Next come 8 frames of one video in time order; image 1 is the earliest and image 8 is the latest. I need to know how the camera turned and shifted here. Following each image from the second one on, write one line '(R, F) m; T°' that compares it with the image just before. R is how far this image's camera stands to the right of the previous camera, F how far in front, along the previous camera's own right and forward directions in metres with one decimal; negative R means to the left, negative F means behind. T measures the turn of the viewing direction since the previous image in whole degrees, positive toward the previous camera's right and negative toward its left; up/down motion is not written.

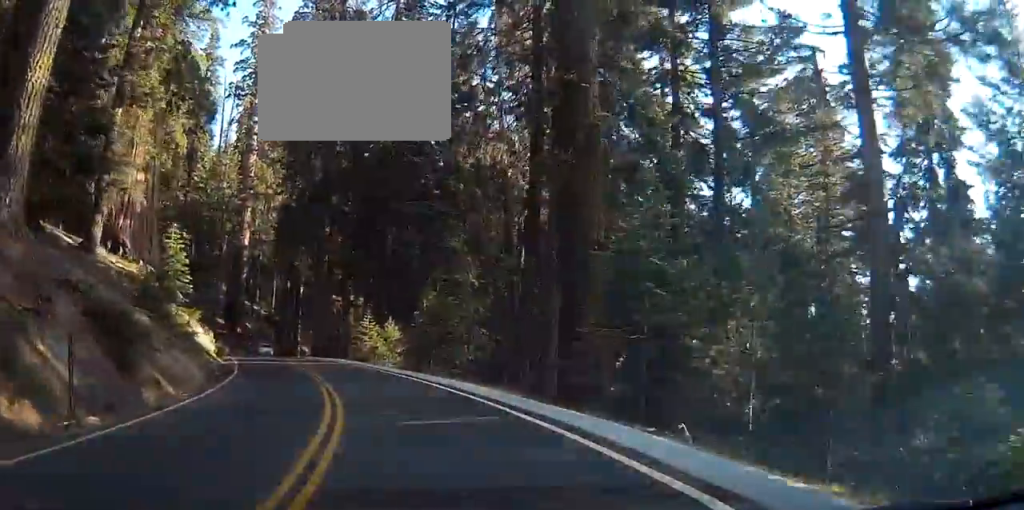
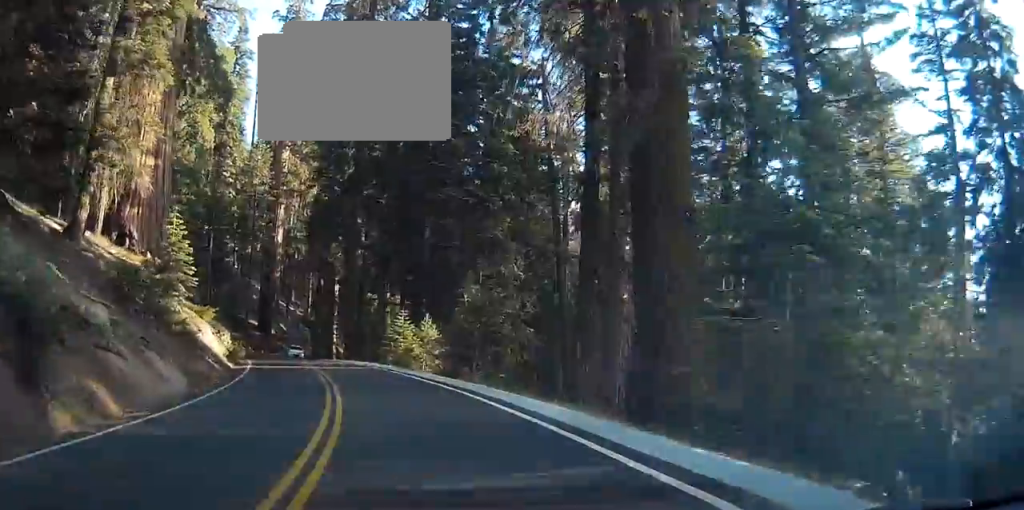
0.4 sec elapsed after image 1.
(0.0, +5.4) m; -3°
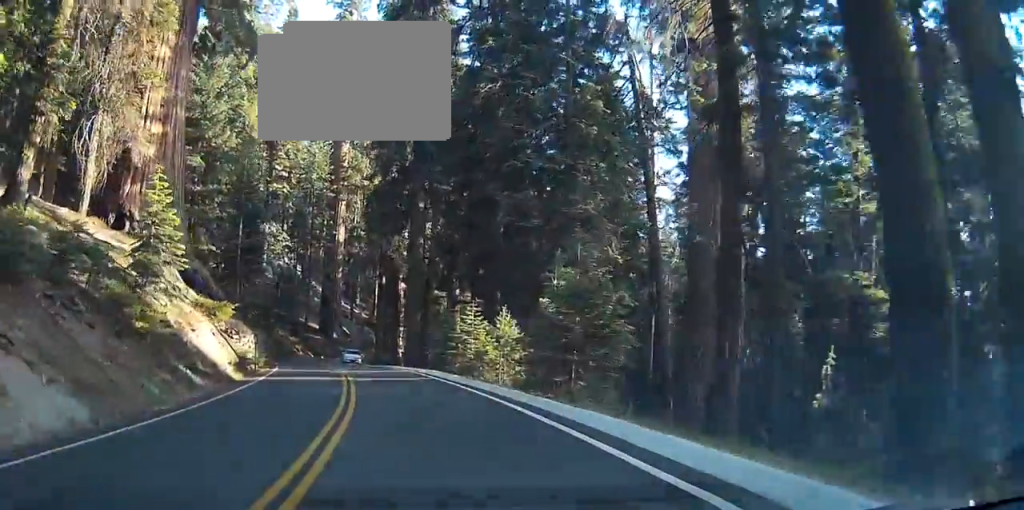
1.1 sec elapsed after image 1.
(-0.6, +9.9) m; -4°
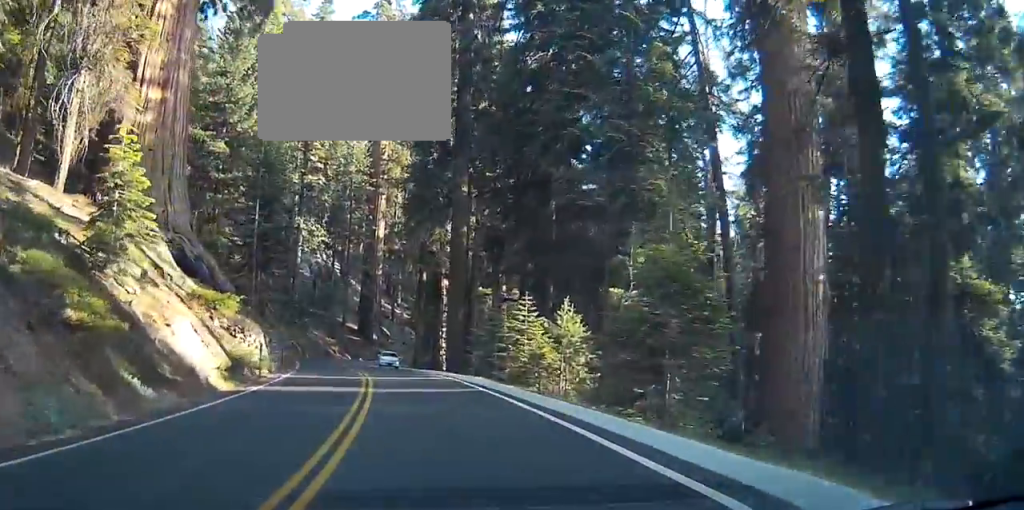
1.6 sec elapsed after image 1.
(-0.1, +6.3) m; -3°
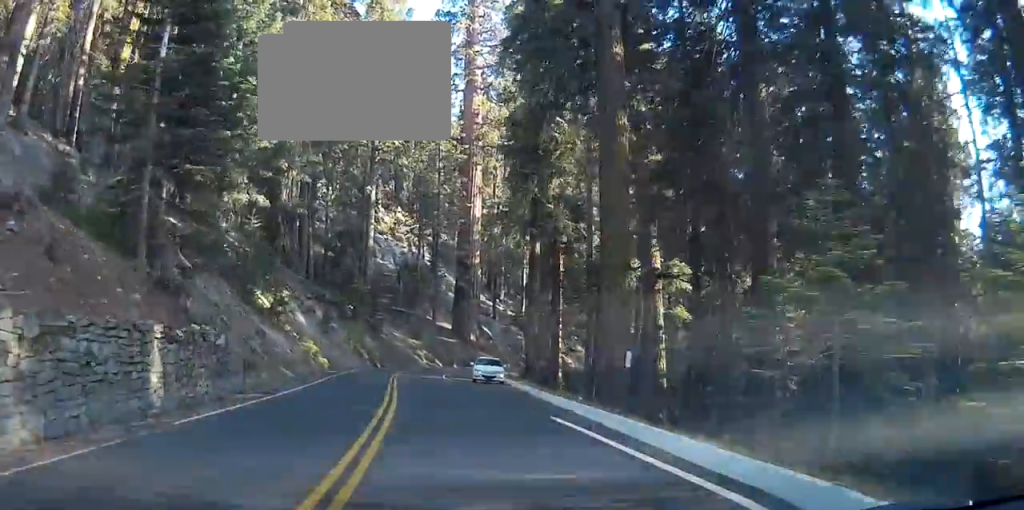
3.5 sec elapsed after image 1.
(-3.4, +26.1) m; -14°
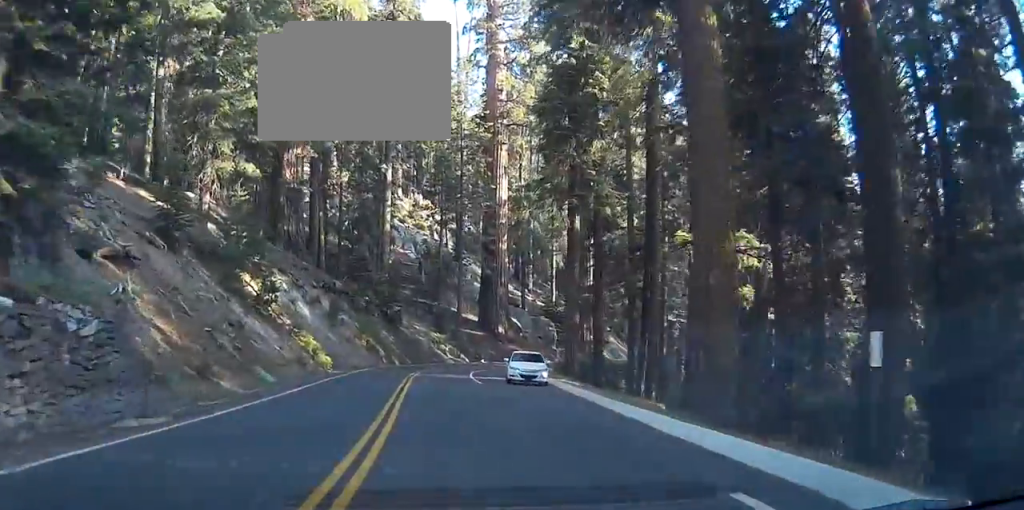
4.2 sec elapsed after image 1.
(-0.4, +8.8) m; -1°
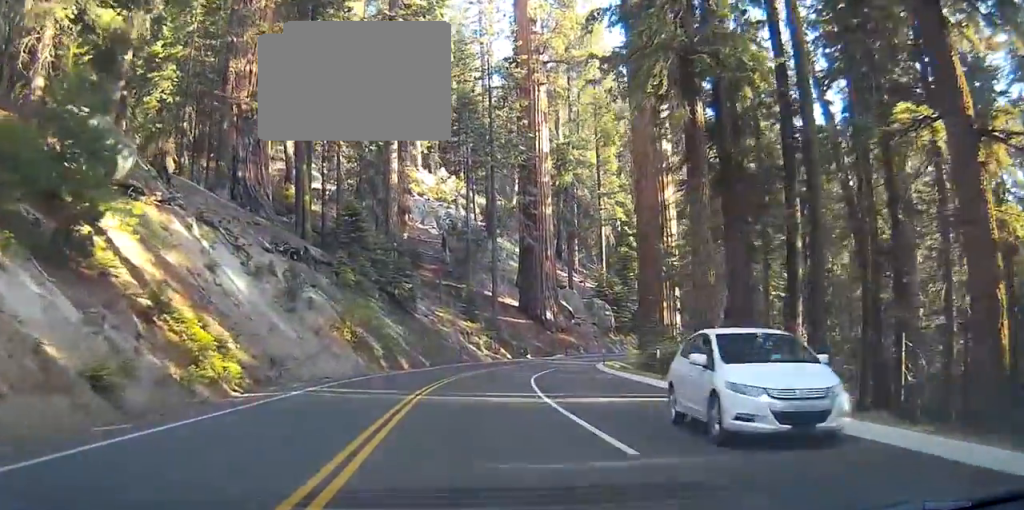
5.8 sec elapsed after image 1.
(+0.1, +23.9) m; -1°
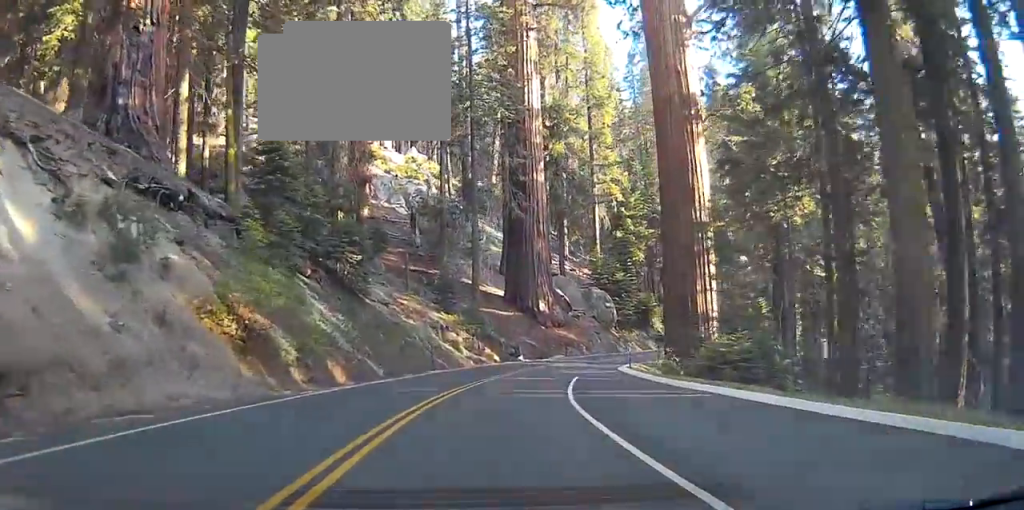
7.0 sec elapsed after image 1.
(-0.5, +16.6) m; +1°
